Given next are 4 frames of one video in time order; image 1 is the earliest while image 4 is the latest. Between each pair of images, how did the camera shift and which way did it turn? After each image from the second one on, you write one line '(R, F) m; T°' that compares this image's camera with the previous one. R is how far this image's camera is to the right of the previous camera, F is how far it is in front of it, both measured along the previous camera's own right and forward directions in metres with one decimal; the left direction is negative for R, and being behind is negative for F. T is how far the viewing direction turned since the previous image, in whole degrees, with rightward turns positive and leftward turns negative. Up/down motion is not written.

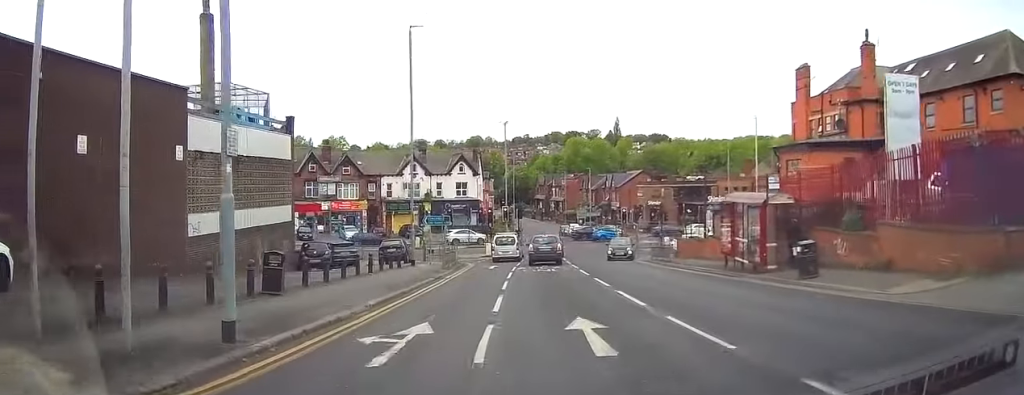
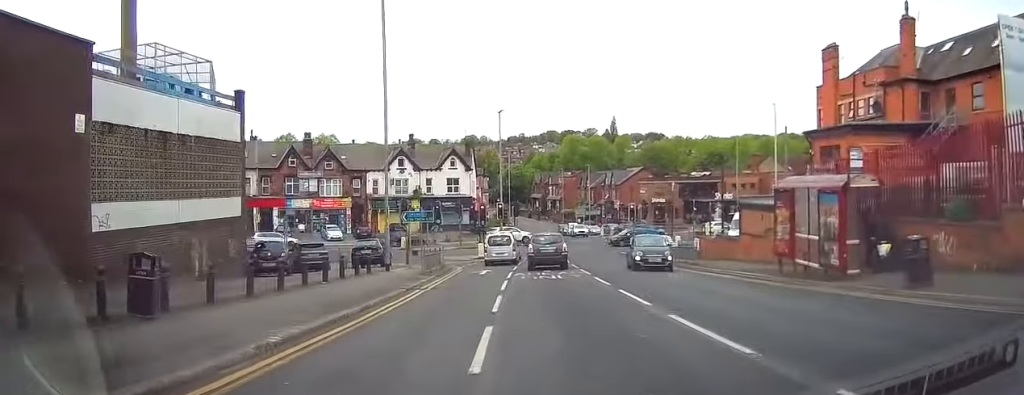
(0.0, +6.1) m; 0°
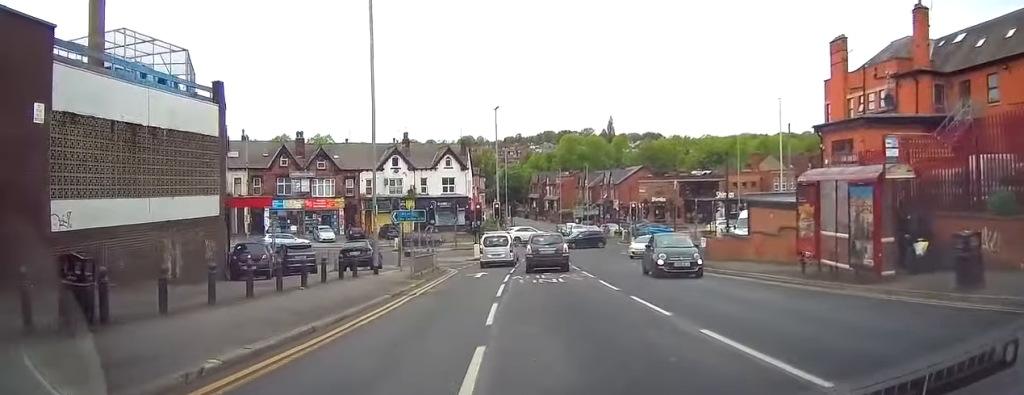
(0.0, +1.9) m; 0°
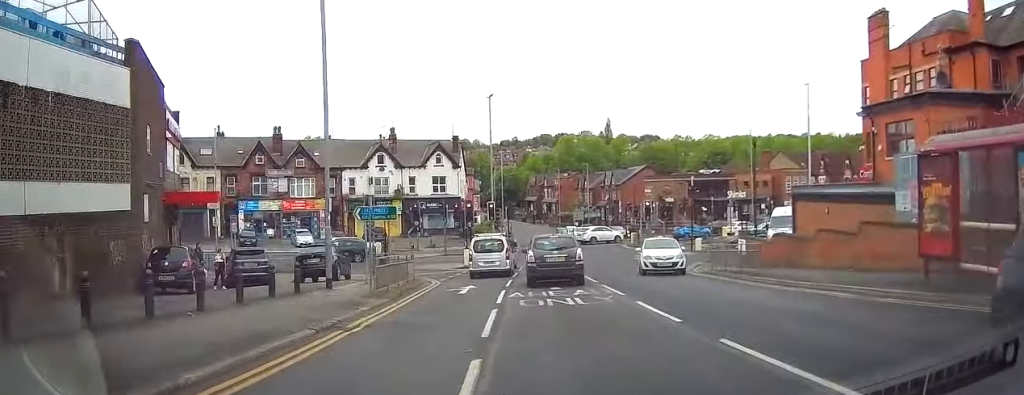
(0.0, +6.8) m; +3°
